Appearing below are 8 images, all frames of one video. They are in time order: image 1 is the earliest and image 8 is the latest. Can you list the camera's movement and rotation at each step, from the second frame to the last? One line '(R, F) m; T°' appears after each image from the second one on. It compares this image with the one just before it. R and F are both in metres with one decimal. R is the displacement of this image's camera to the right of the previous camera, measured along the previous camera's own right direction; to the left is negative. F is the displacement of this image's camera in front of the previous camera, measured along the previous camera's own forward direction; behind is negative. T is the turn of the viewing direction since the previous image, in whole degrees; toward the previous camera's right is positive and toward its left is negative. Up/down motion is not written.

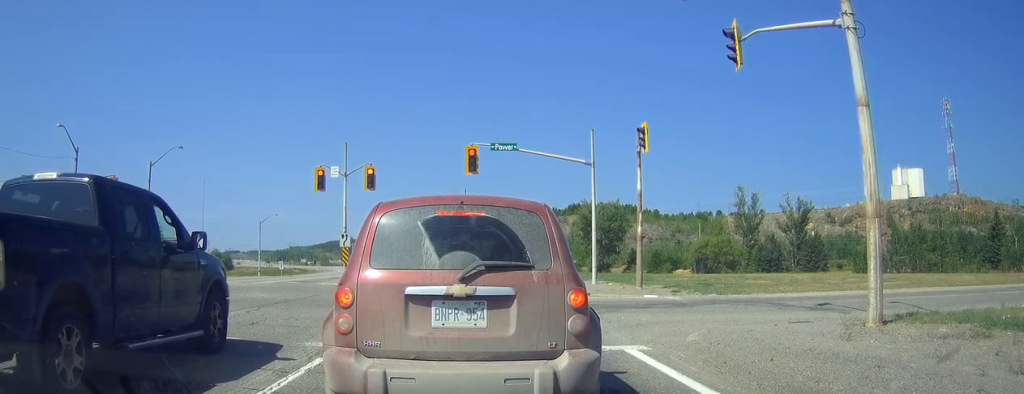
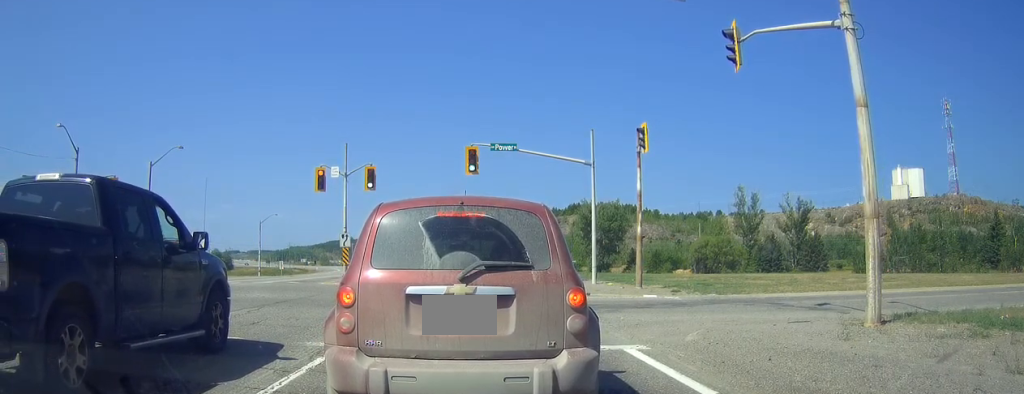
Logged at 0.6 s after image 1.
(0.0, 0.0) m; 0°
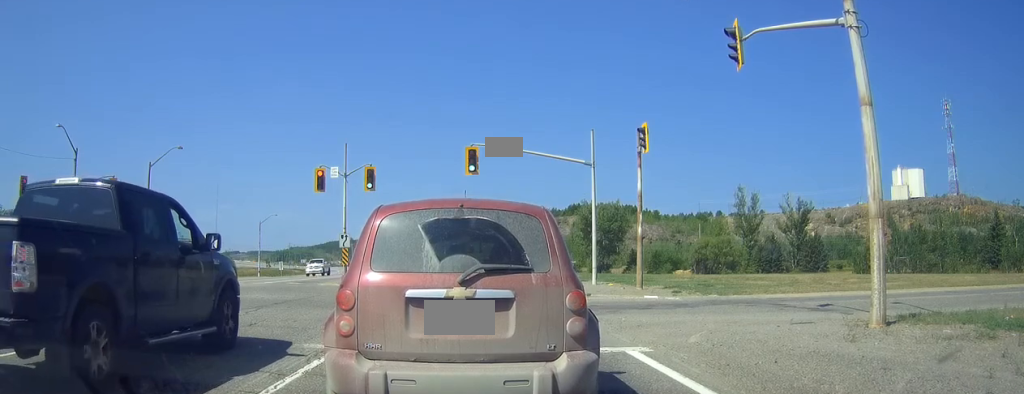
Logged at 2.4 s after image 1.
(0.0, 0.0) m; 0°
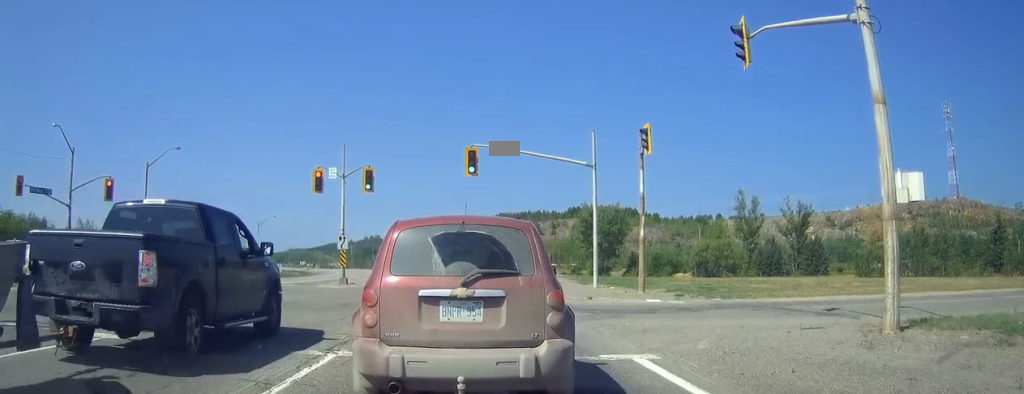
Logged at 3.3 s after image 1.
(+0.2, 0.0) m; 0°
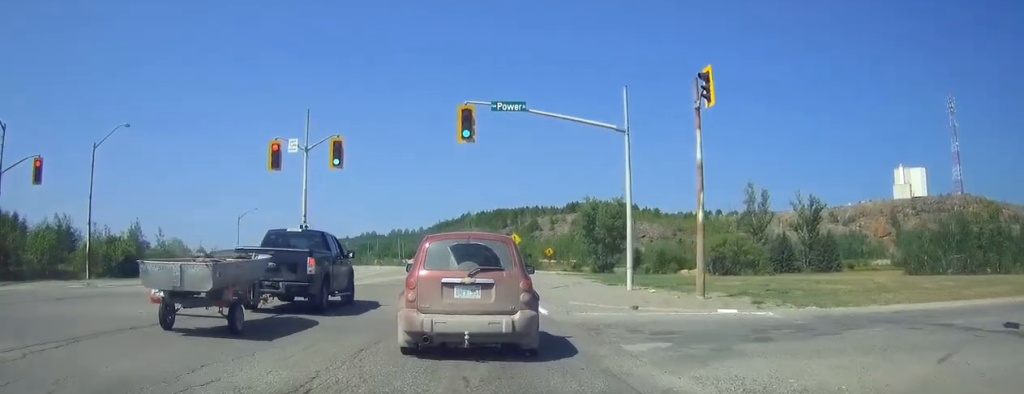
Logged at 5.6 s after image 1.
(+0.3, +4.8) m; +4°
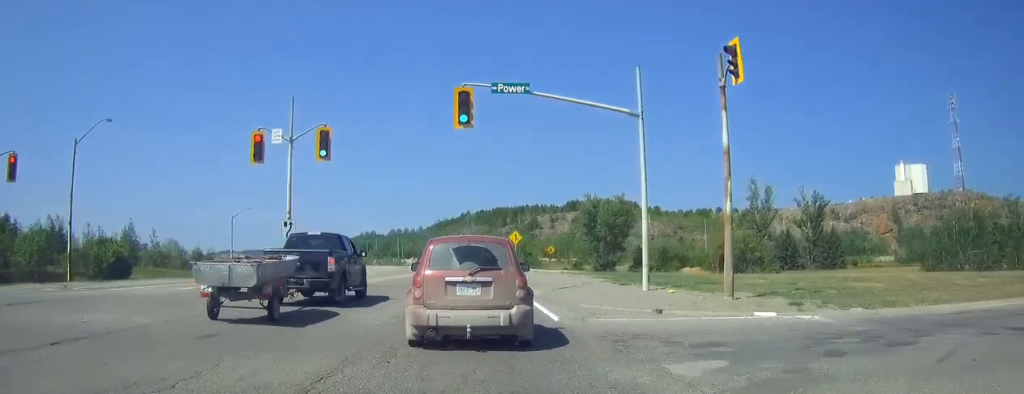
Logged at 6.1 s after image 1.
(0.0, +2.1) m; +1°
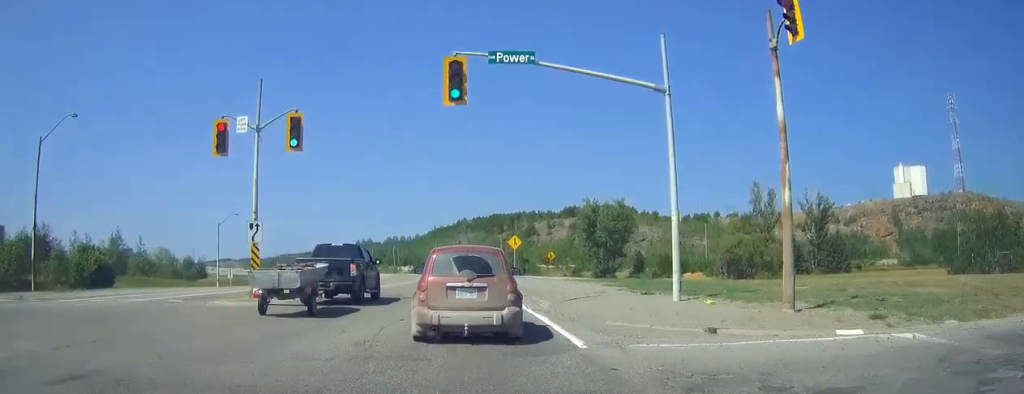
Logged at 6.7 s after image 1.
(0.0, +3.3) m; +1°
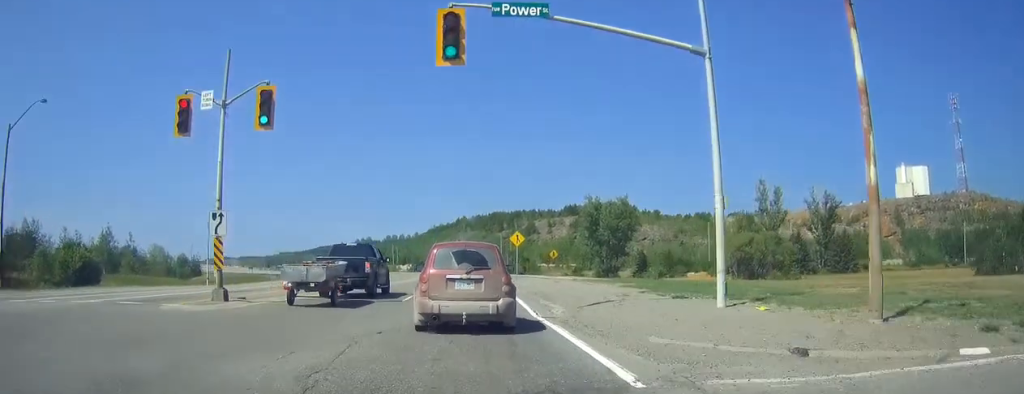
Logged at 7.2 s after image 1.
(0.0, +3.1) m; +1°
